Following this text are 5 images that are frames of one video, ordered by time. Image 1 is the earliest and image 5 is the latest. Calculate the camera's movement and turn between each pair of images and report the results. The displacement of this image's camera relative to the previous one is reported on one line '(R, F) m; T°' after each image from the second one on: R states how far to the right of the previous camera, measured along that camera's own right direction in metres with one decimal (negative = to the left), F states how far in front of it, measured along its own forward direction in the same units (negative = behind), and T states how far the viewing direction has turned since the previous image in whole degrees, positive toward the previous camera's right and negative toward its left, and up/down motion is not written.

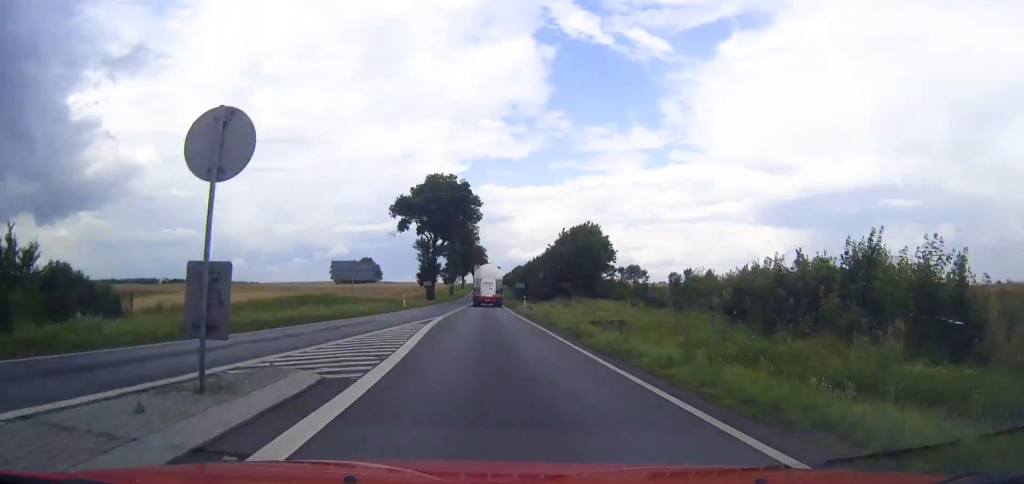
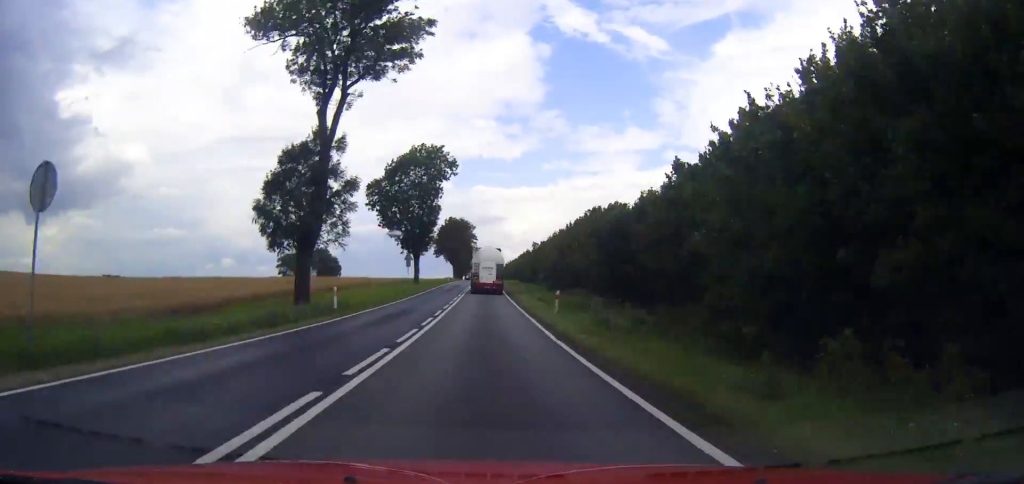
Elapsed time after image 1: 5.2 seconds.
(+0.6, +126.2) m; 0°
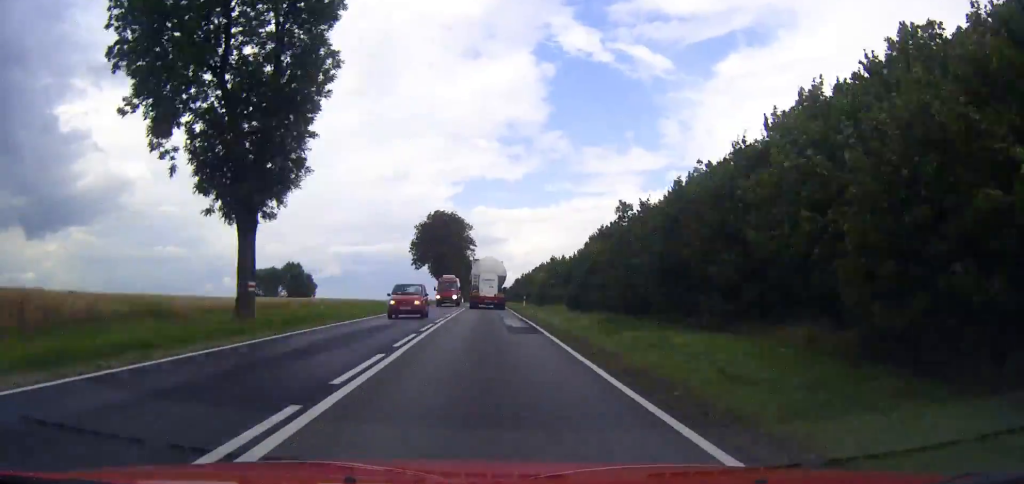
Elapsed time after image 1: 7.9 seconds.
(+0.1, +66.1) m; 0°
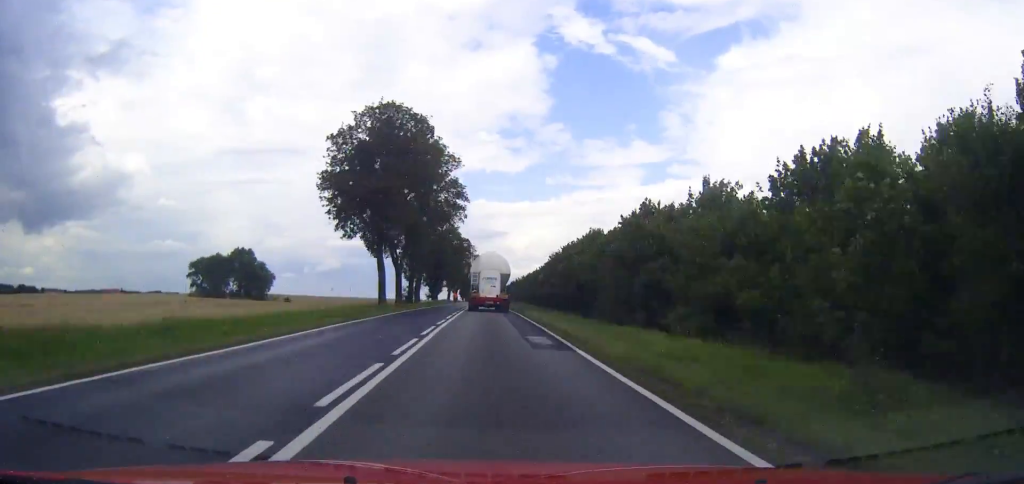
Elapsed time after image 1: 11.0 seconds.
(+0.1, +75.0) m; 0°
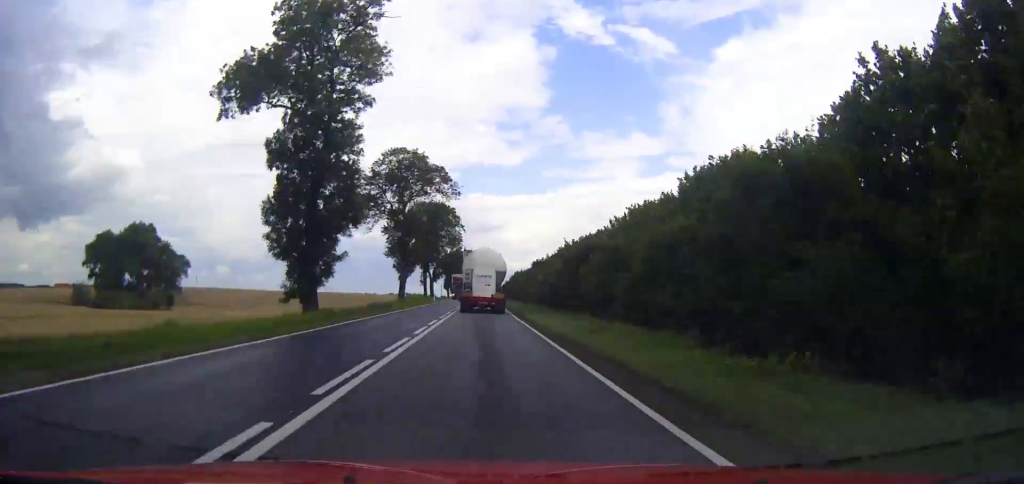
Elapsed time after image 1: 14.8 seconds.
(+0.1, +89.7) m; 0°
